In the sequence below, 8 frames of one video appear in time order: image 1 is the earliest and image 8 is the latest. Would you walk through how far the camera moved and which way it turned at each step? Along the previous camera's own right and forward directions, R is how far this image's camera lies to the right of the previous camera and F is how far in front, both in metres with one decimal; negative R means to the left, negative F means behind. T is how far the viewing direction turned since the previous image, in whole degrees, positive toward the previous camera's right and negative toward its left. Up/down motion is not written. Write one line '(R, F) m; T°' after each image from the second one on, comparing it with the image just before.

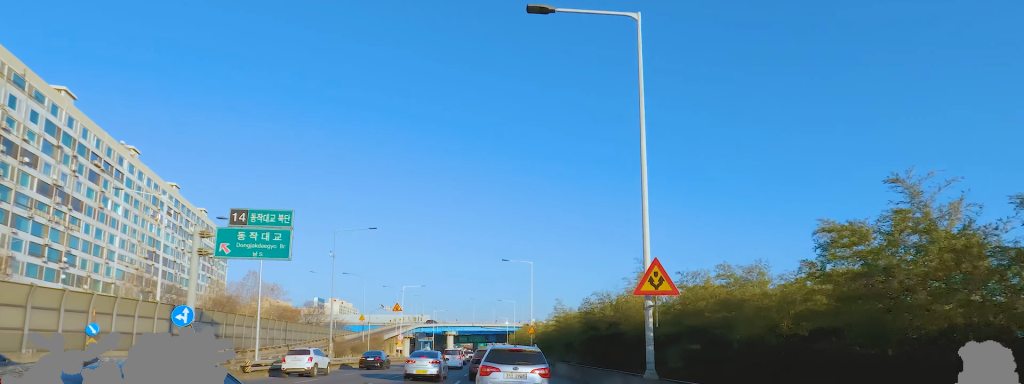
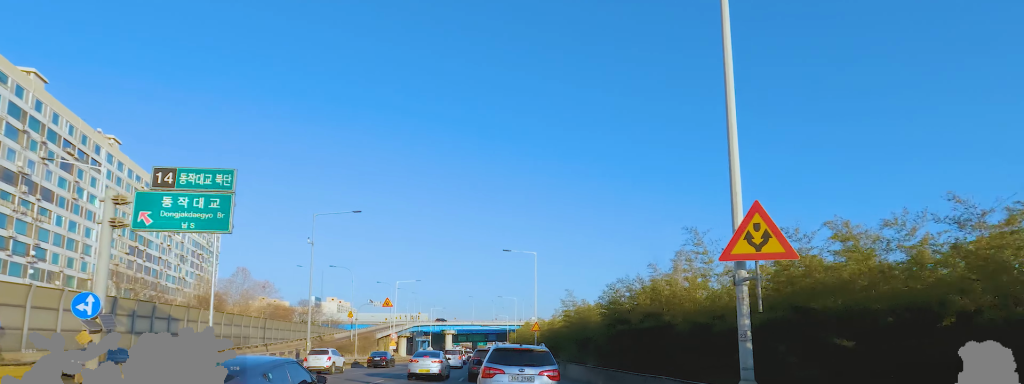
(0.0, +5.2) m; 0°
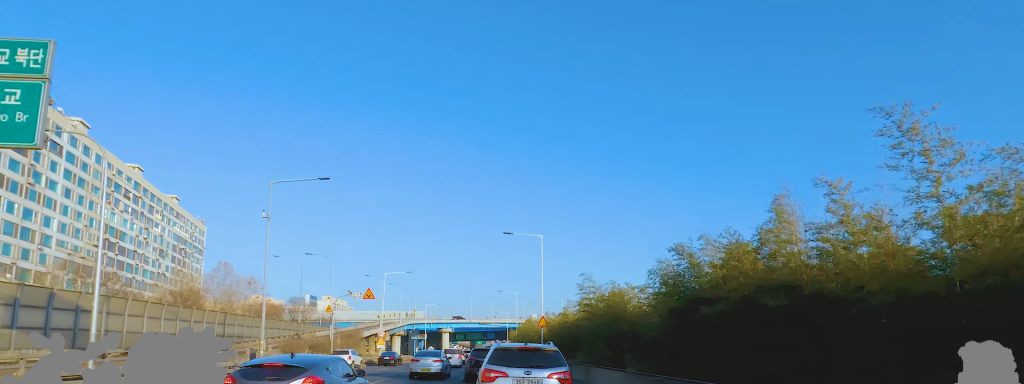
(0.0, +7.3) m; 0°
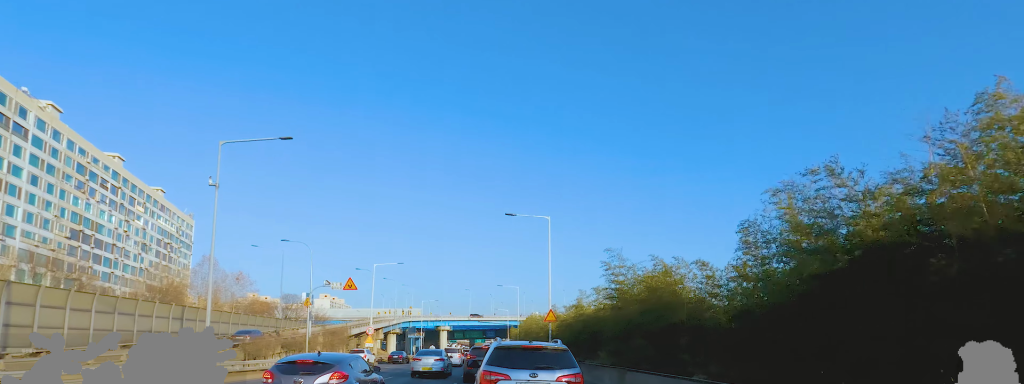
(0.0, +5.6) m; 0°
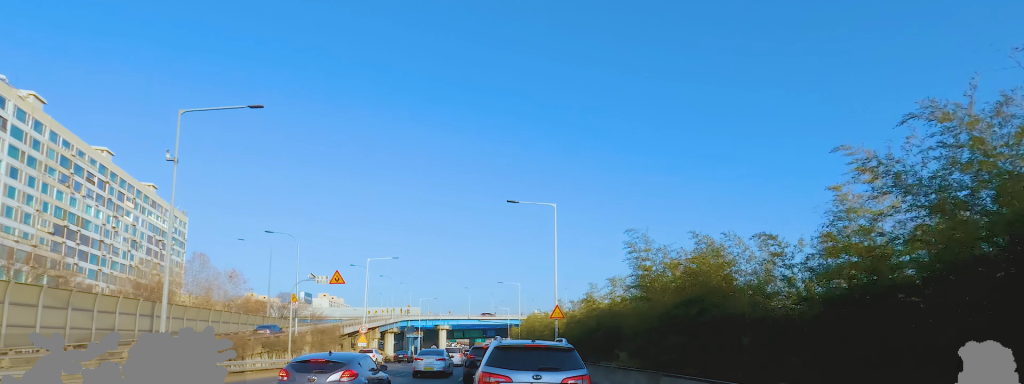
(0.0, +3.2) m; 0°
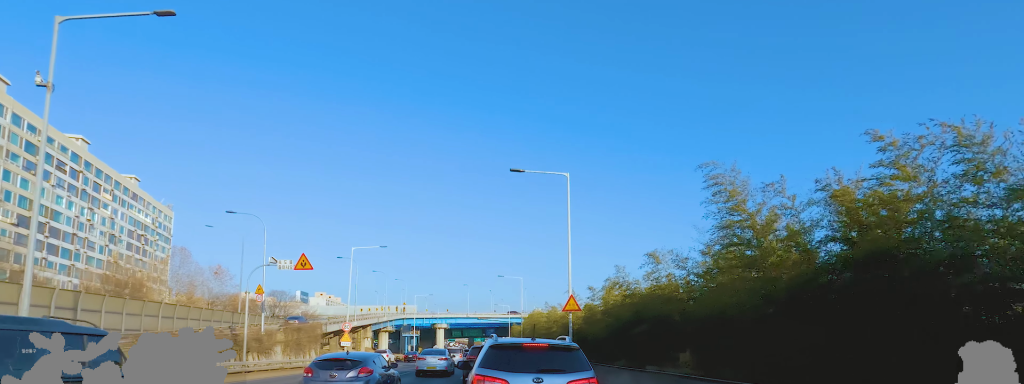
(0.0, +6.2) m; 0°
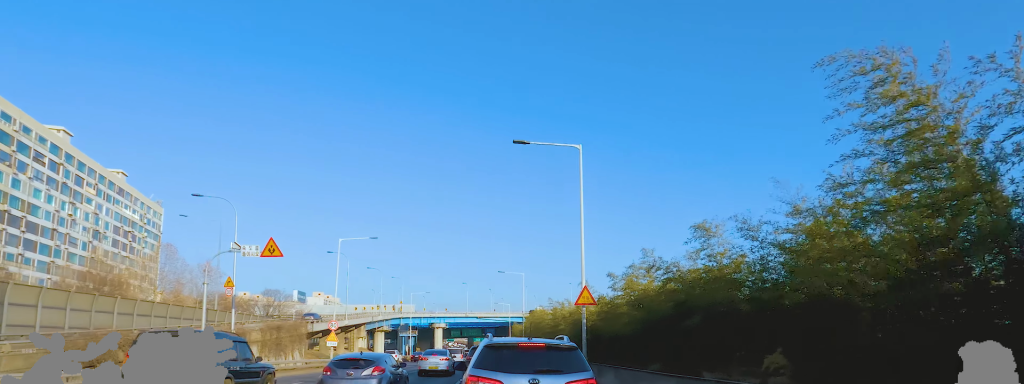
(0.0, +4.4) m; 0°
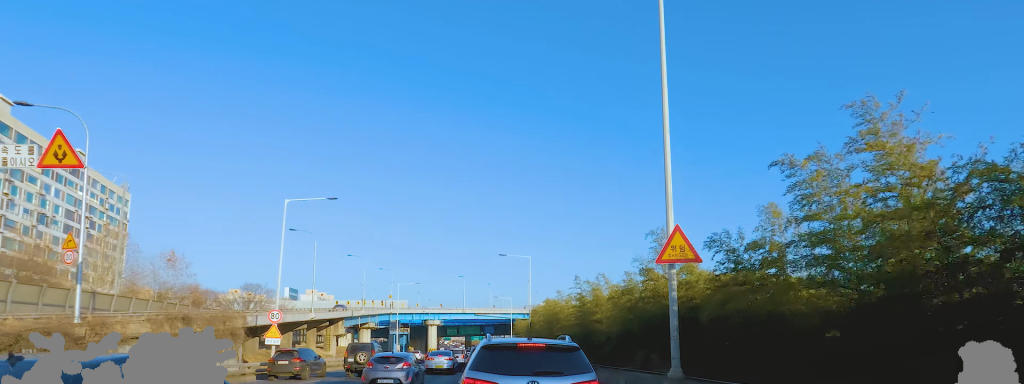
(0.0, +14.0) m; 0°
